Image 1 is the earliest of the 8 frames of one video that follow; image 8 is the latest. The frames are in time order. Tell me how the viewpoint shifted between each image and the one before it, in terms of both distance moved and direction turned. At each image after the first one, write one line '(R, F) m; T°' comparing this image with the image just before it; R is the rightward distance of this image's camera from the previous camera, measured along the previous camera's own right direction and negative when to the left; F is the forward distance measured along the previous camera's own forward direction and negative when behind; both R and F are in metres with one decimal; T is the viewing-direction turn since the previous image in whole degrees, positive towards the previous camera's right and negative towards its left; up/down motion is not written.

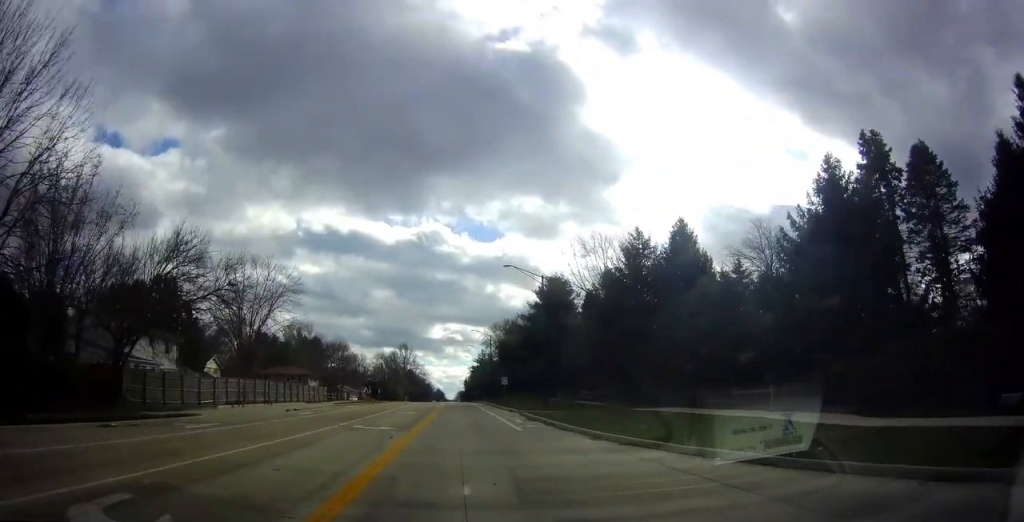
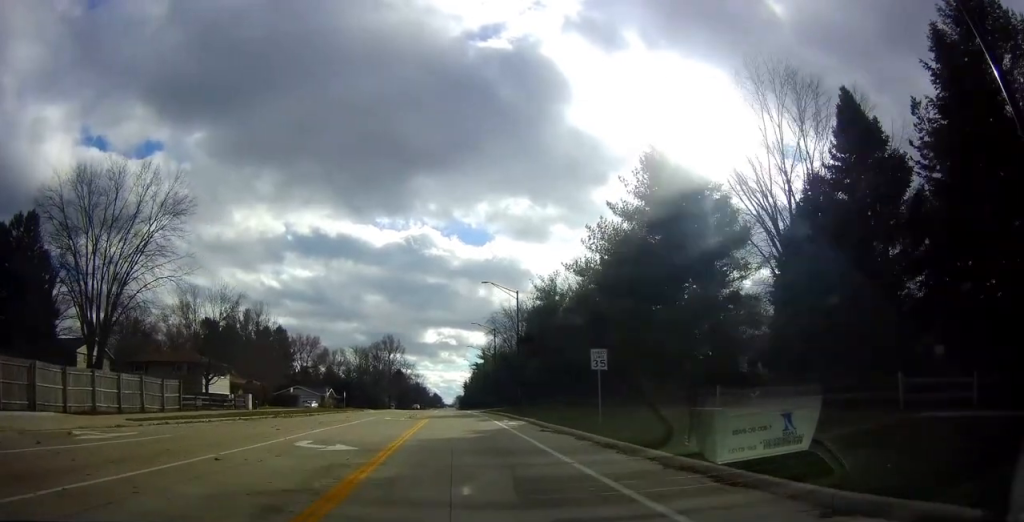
(0.0, +41.2) m; +2°
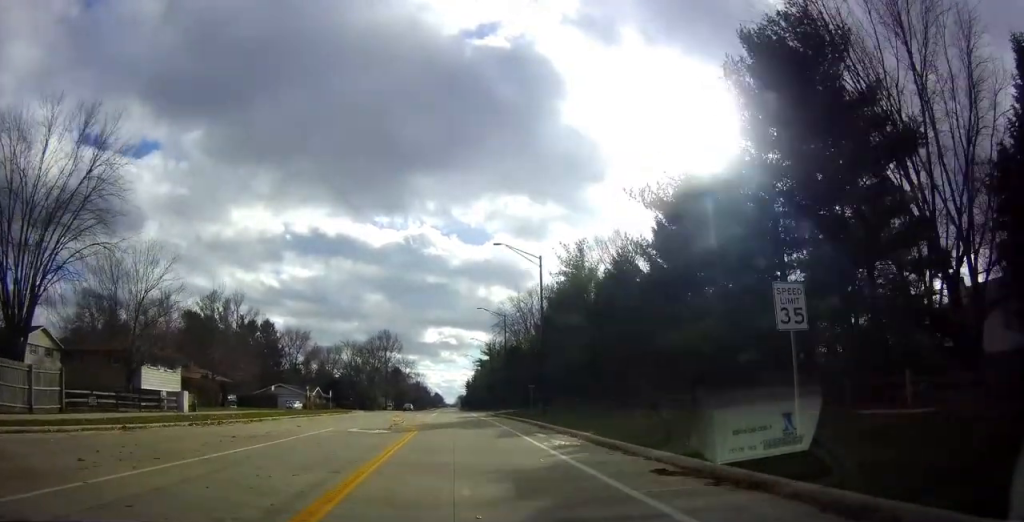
(0.0, +12.4) m; 0°
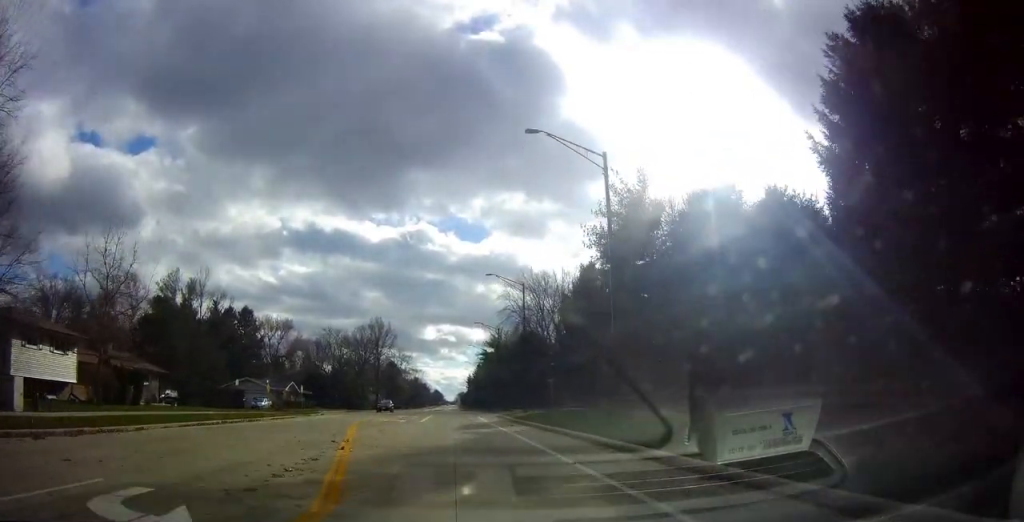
(0.0, +16.3) m; 0°
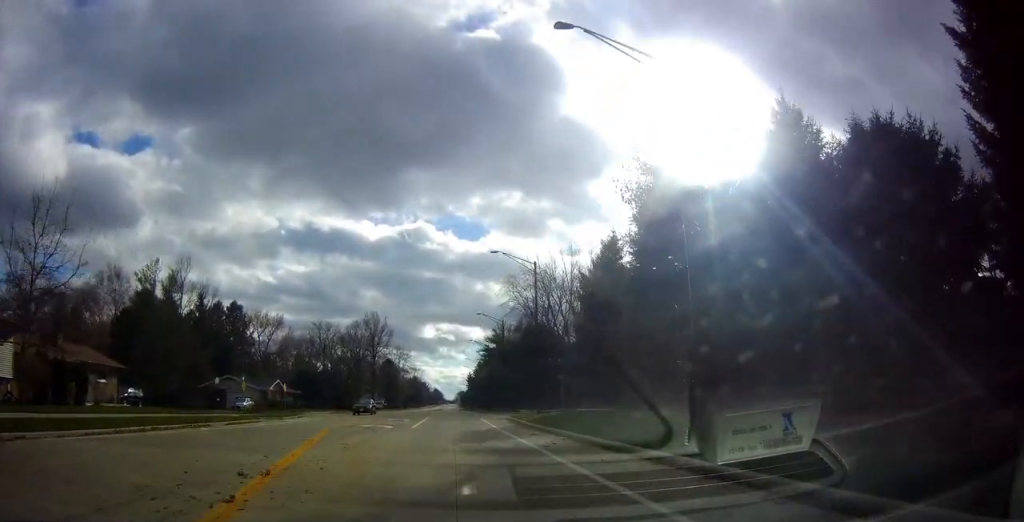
(0.0, +6.5) m; 0°
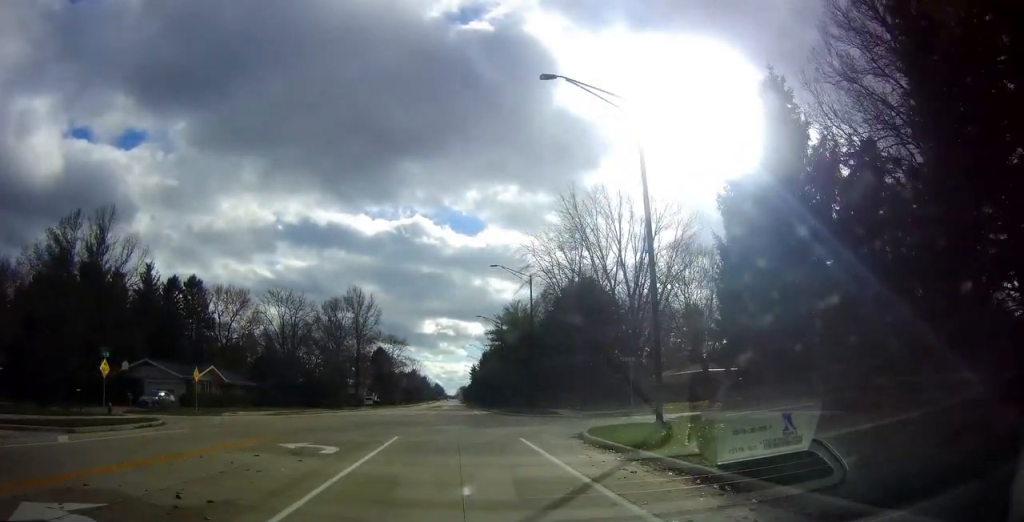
(0.0, +22.6) m; 0°
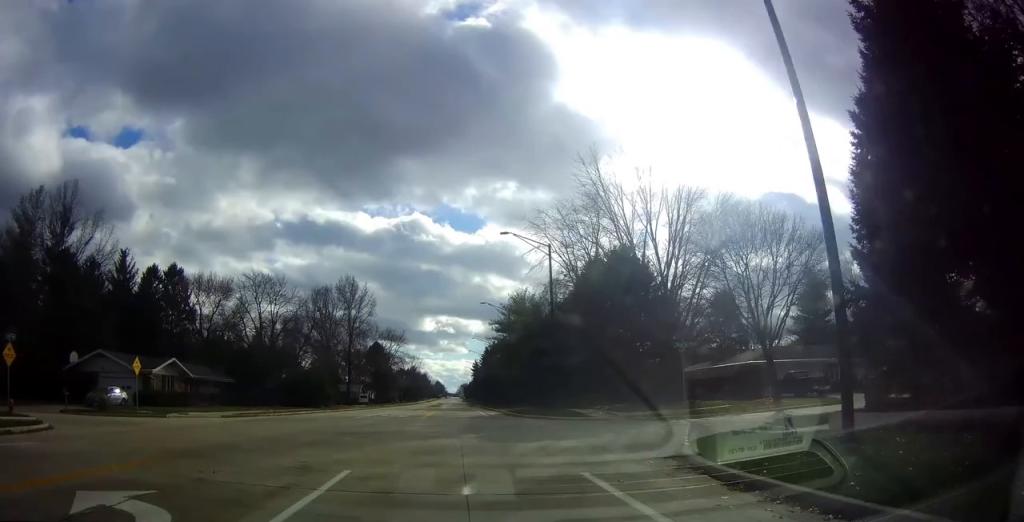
(0.0, +8.8) m; 0°
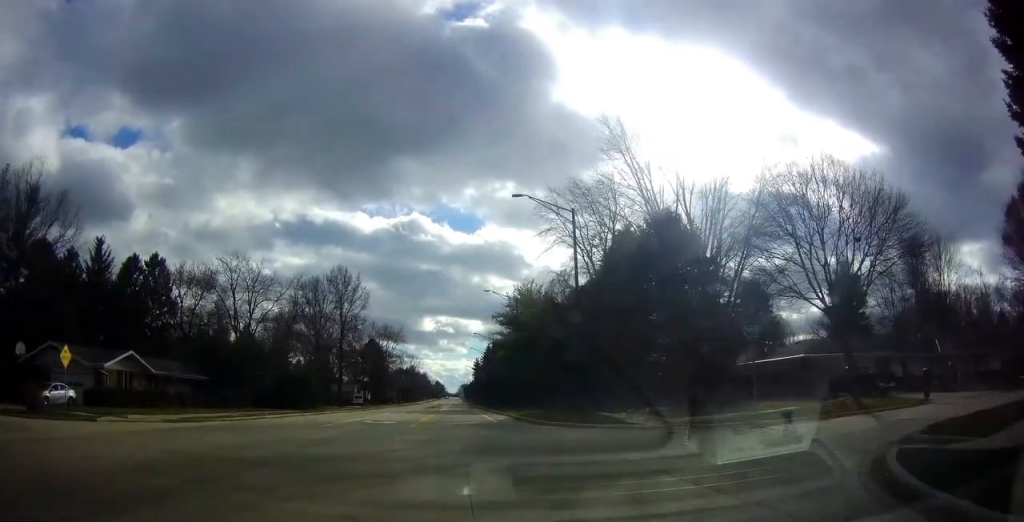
(0.0, +7.4) m; 0°
